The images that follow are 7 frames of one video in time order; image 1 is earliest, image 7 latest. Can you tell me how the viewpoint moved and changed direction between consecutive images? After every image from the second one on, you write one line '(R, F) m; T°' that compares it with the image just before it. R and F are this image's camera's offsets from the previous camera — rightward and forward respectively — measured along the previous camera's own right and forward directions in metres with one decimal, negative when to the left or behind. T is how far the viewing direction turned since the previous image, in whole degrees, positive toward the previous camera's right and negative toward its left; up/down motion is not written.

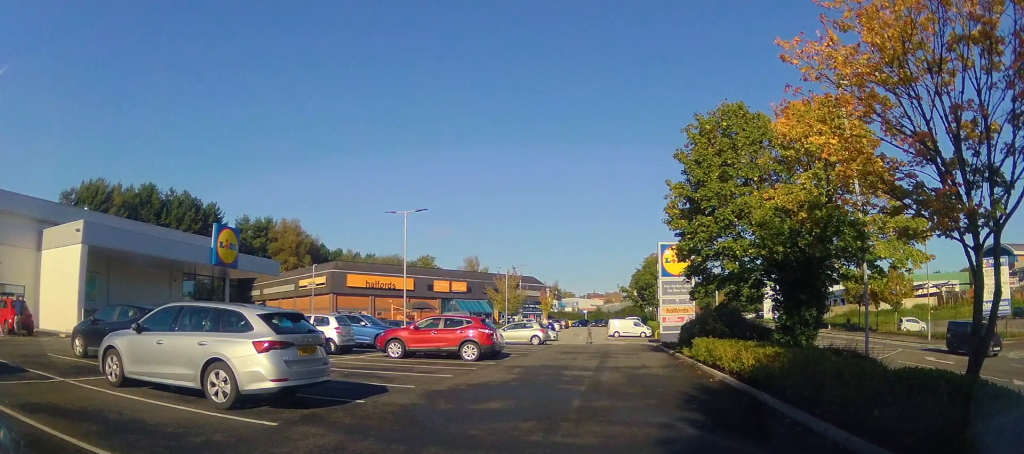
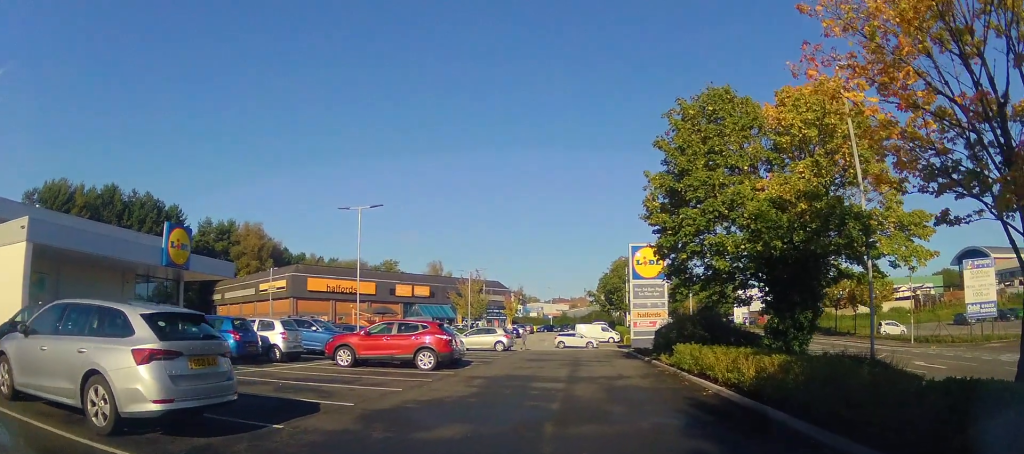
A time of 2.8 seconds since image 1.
(-0.1, +0.8) m; 0°
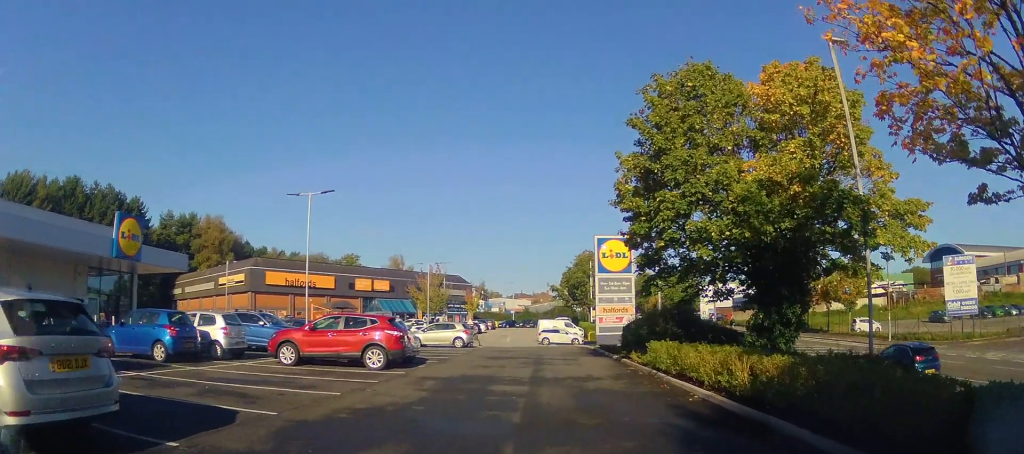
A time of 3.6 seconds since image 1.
(+0.1, +0.8) m; 0°
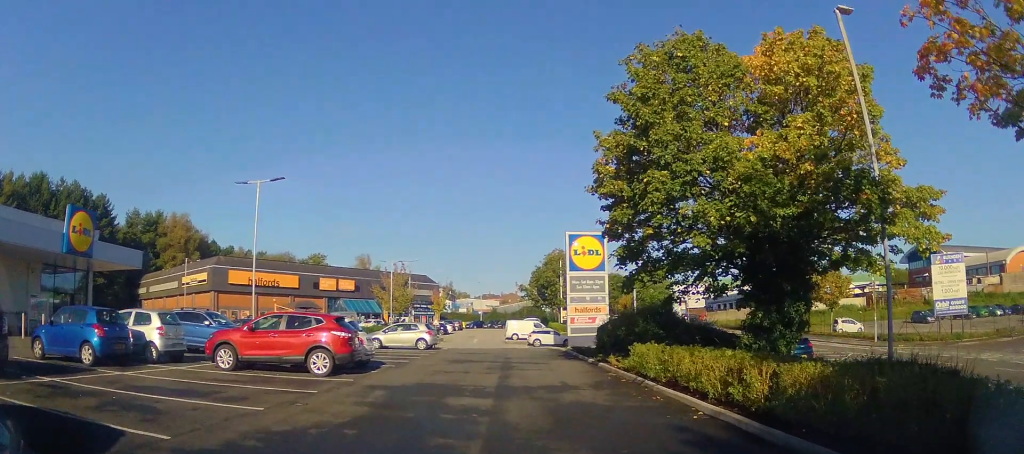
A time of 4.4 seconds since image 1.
(+0.1, +1.4) m; 0°
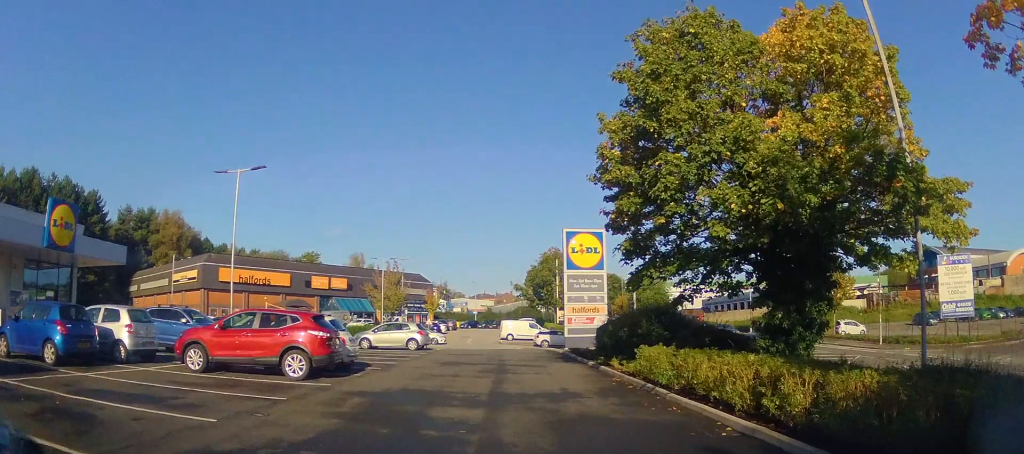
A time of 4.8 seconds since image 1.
(-0.1, +1.2) m; -2°
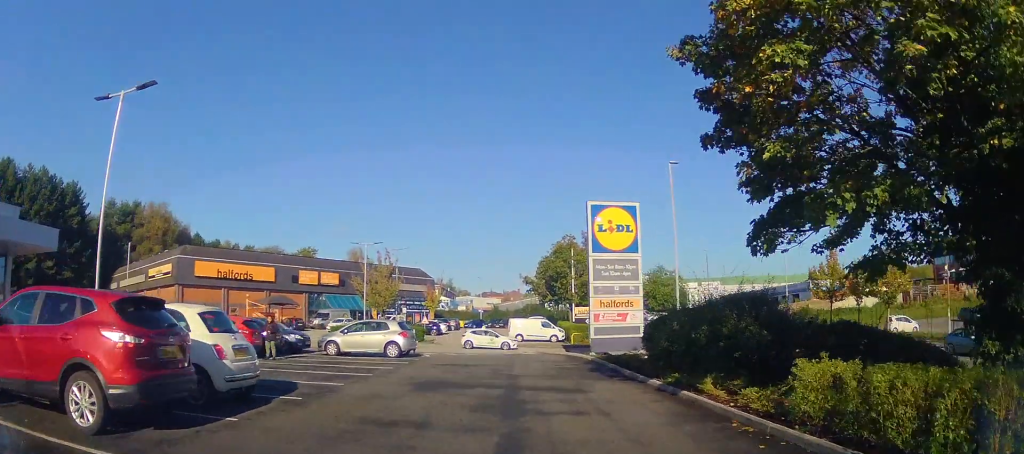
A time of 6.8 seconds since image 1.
(-0.2, +6.9) m; +2°
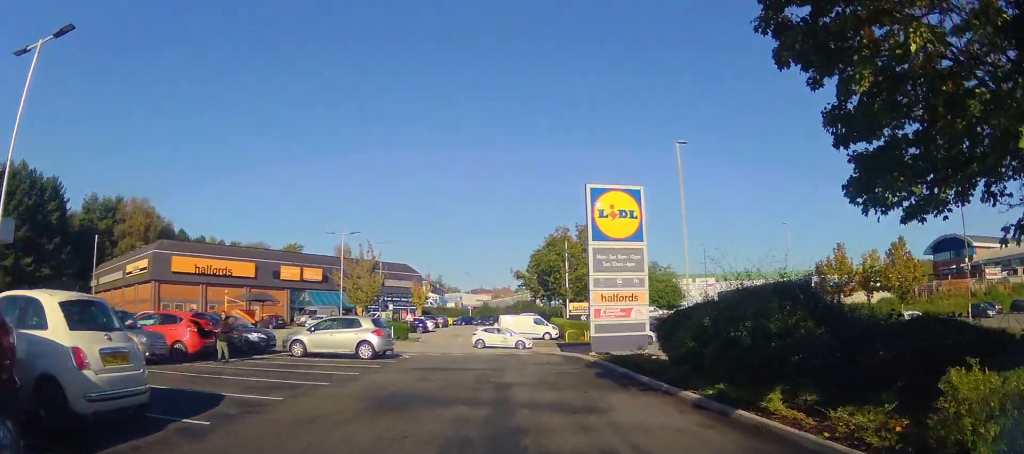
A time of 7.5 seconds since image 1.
(0.0, +2.8) m; +3°
